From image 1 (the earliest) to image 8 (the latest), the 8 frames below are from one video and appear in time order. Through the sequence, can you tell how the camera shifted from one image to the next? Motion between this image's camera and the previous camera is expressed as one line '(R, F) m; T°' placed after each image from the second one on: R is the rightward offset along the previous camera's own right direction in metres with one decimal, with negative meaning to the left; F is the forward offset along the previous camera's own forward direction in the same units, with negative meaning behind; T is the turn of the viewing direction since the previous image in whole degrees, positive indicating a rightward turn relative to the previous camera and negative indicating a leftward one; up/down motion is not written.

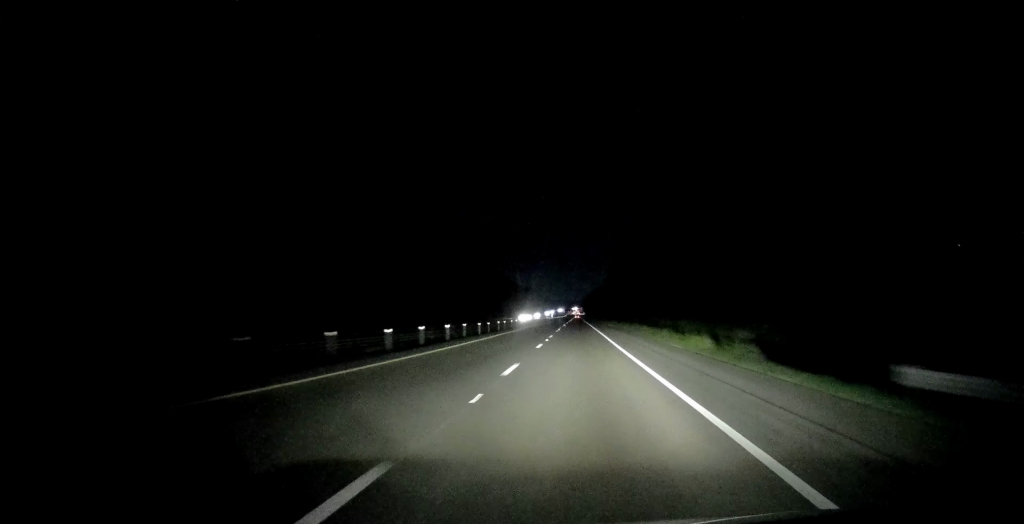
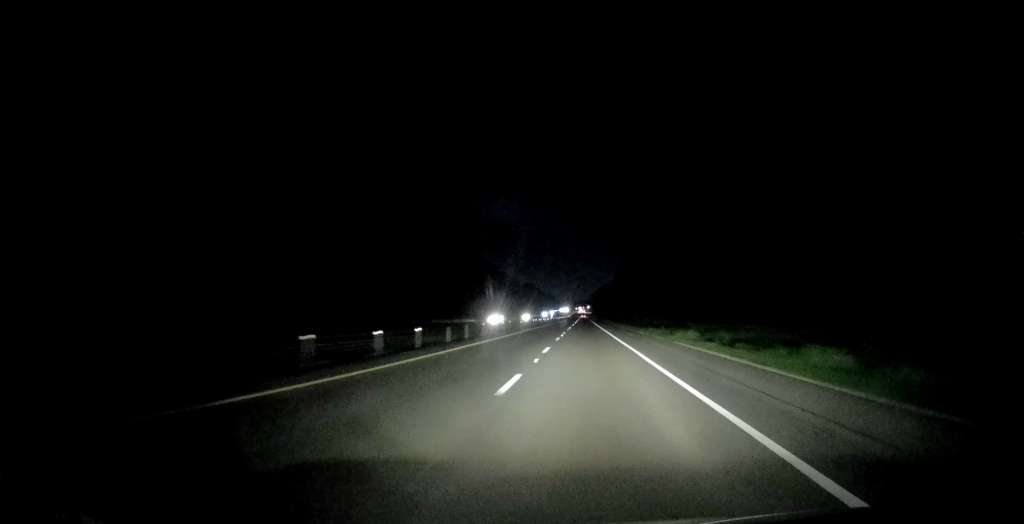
(-0.9, +63.6) m; 0°
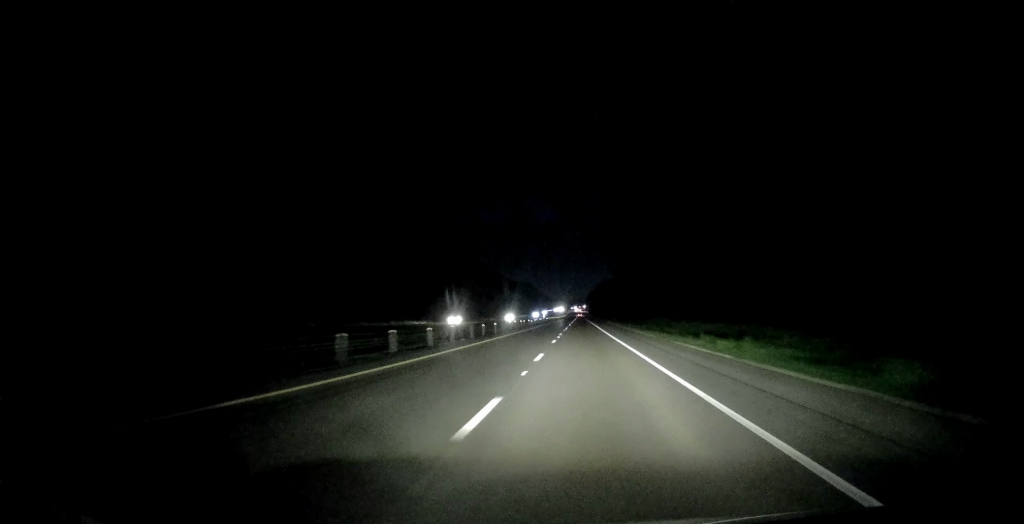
(+0.3, +29.1) m; +1°
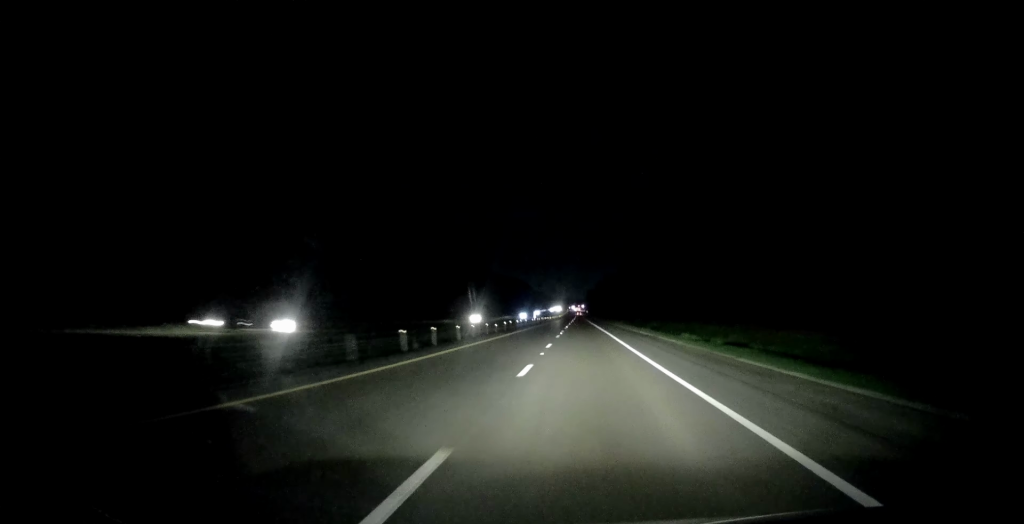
(0.0, +41.0) m; 0°
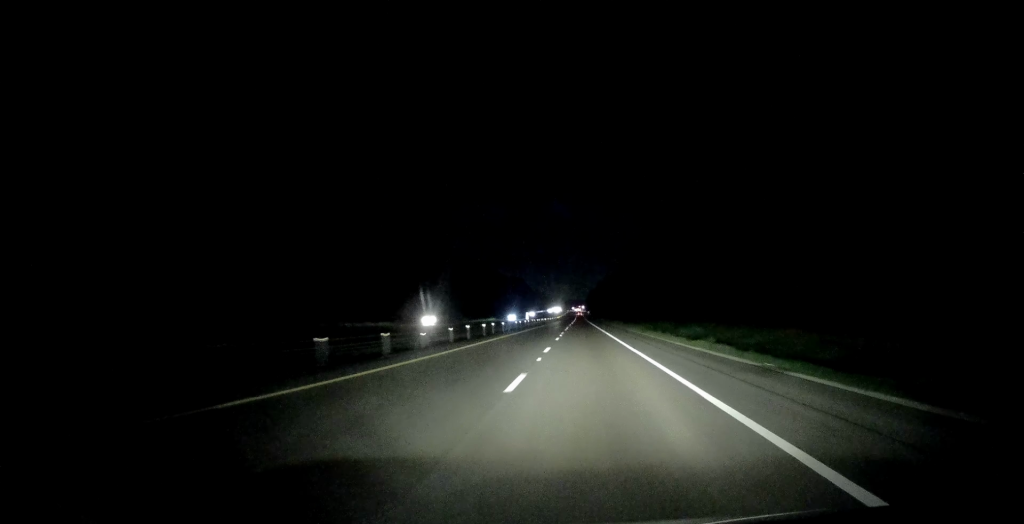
(+0.1, +27.0) m; -1°
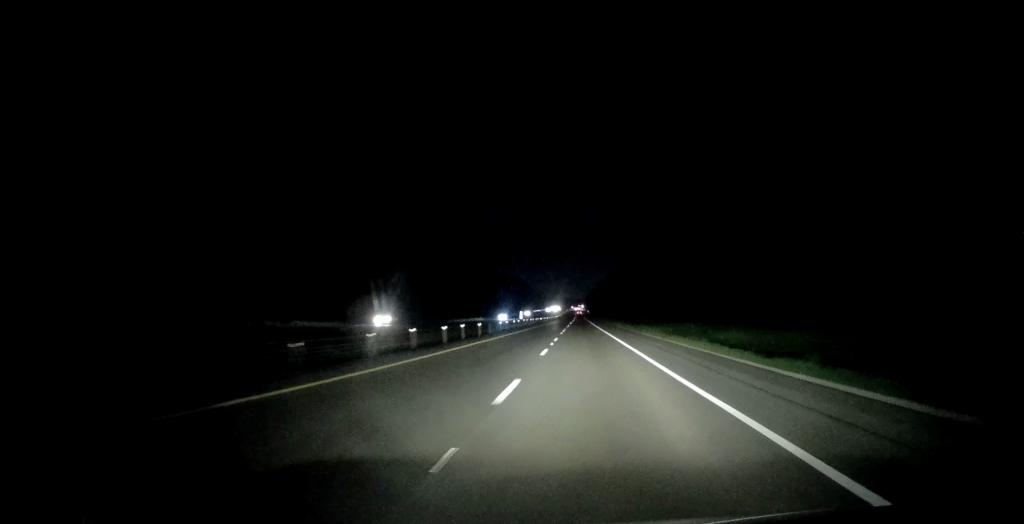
(+0.4, +14.0) m; -1°
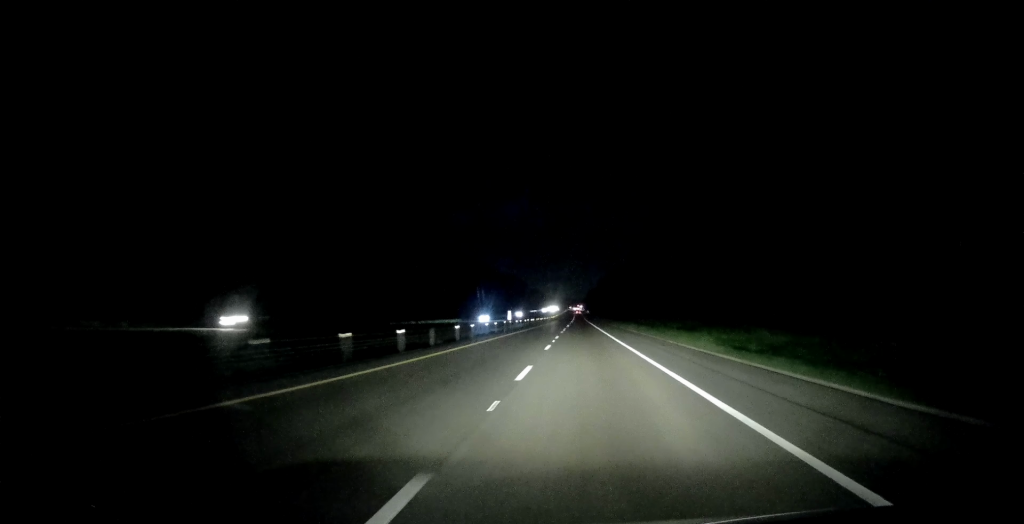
(-0.6, +20.4) m; 0°
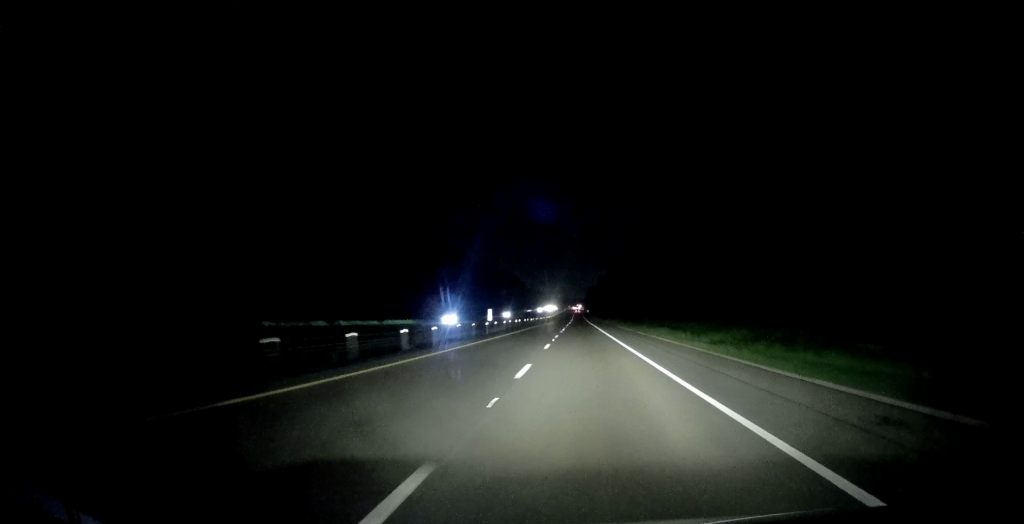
(-0.3, +23.7) m; 0°
